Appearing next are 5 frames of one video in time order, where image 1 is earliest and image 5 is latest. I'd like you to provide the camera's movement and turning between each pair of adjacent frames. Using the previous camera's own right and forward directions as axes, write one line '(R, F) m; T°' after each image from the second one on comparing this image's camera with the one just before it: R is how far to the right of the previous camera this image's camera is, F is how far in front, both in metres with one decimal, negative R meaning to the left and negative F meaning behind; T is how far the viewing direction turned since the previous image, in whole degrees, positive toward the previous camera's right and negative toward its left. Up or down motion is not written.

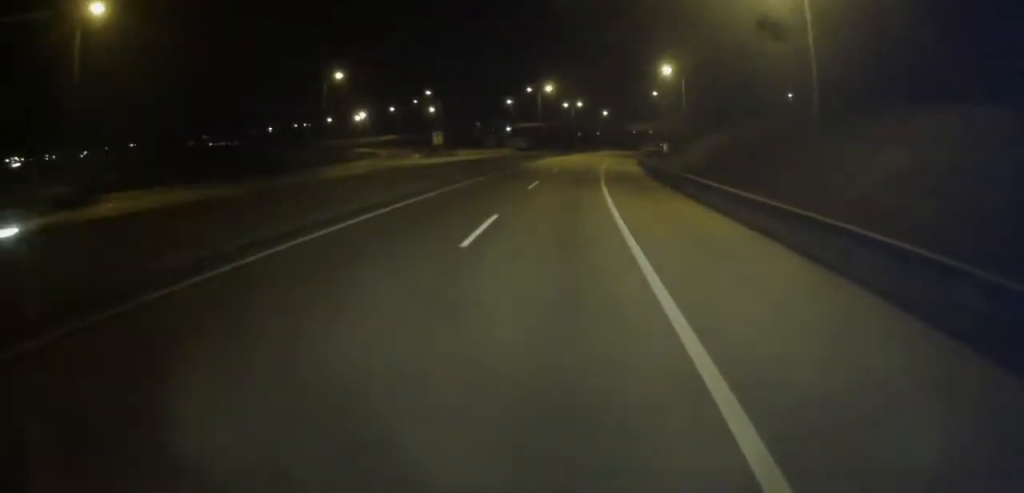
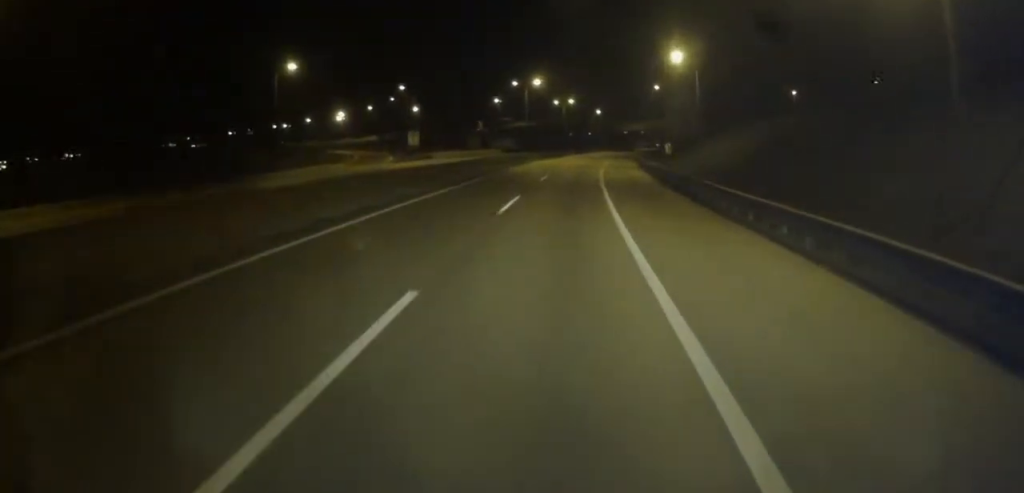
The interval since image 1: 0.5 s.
(+0.1, +10.7) m; 0°
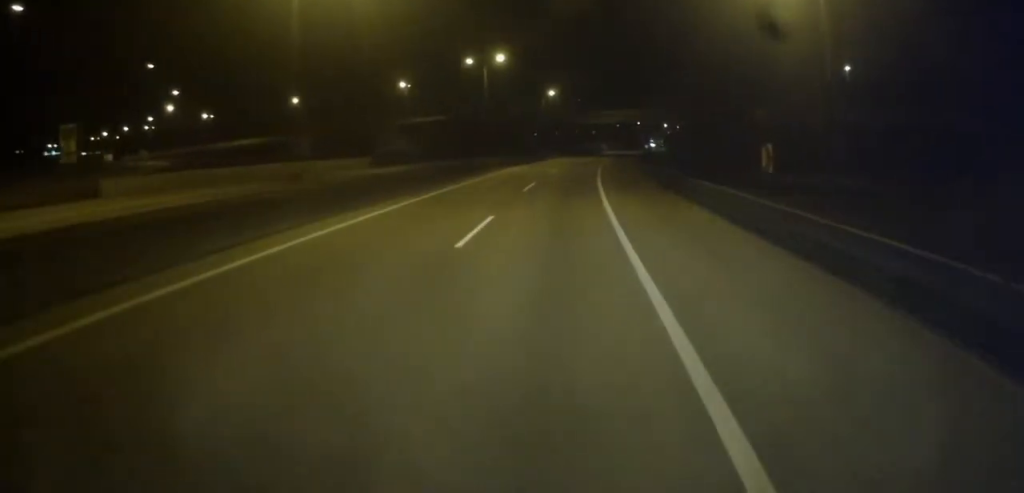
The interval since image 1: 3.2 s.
(+3.1, +64.8) m; +6°
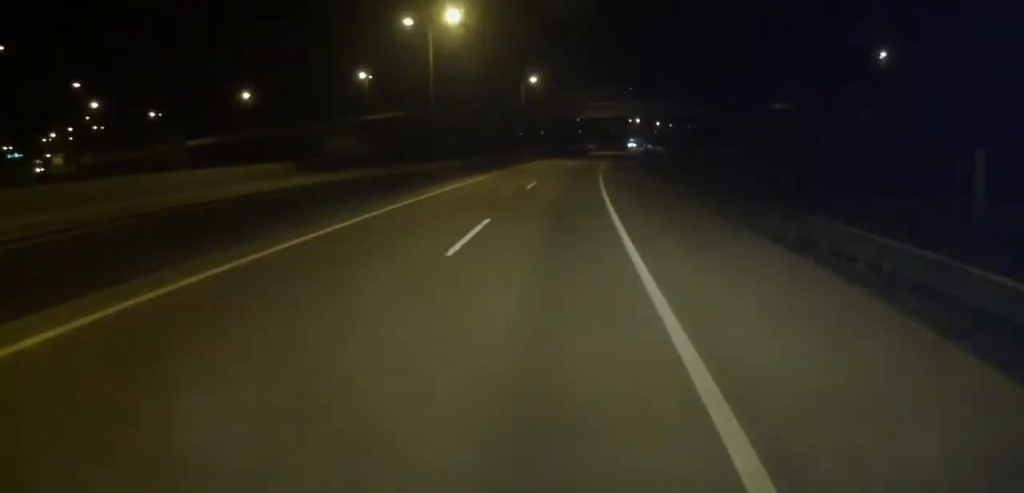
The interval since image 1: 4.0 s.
(+0.2, +21.8) m; +1°
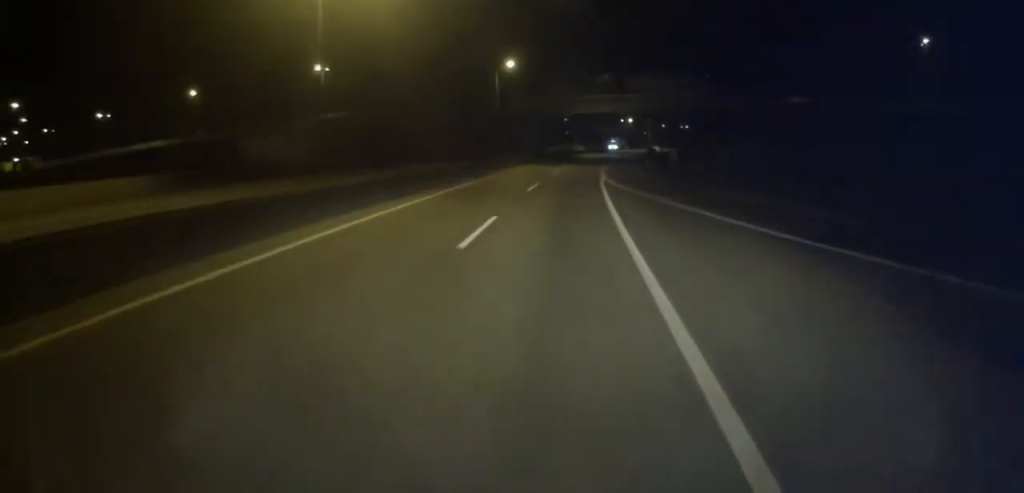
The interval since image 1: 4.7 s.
(+0.2, +19.8) m; +1°
